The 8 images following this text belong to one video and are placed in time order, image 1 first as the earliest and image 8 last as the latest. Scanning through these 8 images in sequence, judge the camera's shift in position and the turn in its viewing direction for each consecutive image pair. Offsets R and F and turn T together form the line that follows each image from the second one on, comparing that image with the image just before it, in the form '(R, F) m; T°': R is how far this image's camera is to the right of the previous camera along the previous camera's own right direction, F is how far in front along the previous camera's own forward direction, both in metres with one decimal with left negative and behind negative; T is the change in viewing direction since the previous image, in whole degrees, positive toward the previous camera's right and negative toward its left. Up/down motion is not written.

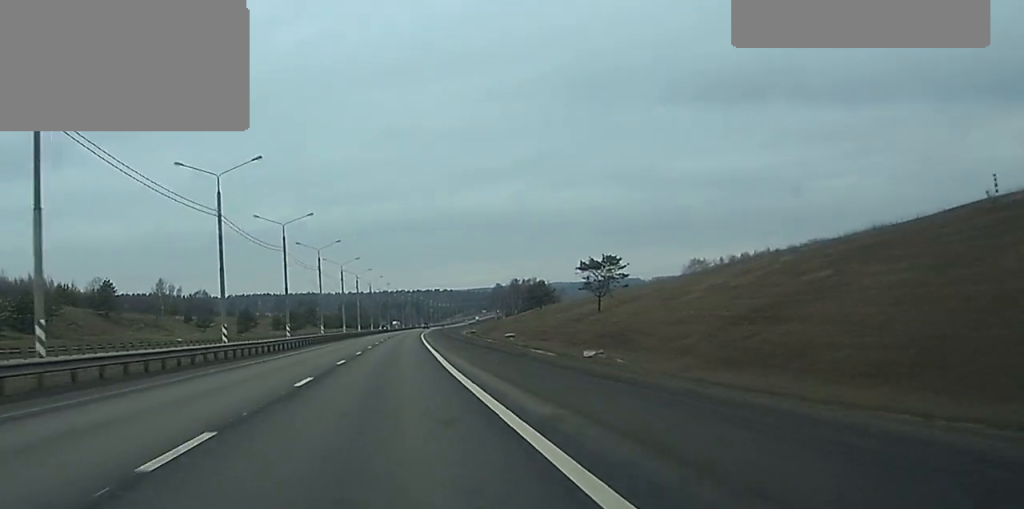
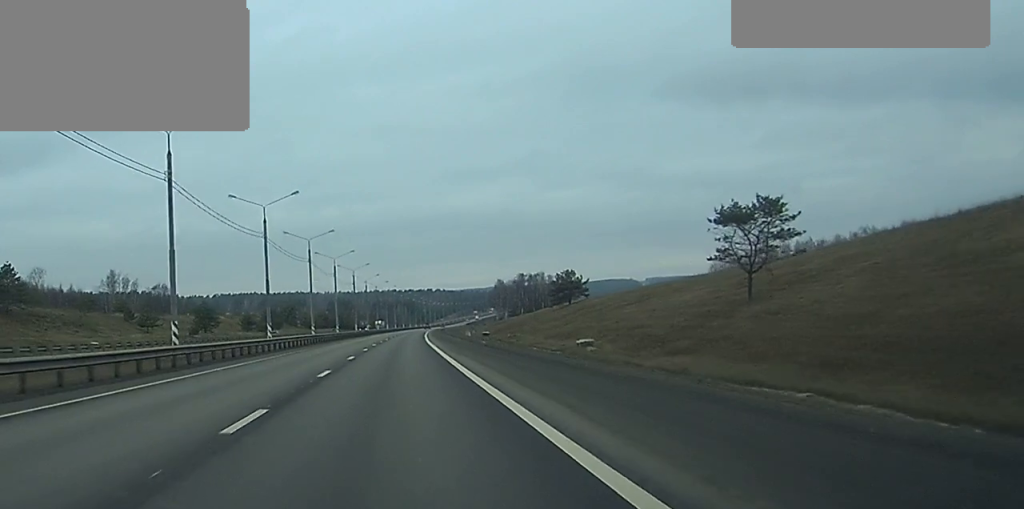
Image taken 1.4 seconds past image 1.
(+0.4, +45.1) m; +1°
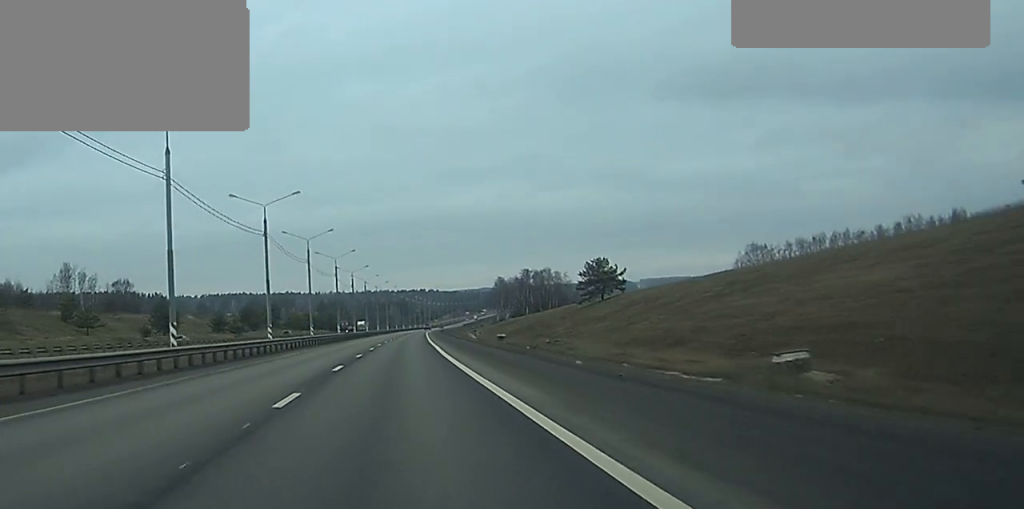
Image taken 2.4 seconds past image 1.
(+0.1, +31.8) m; +1°
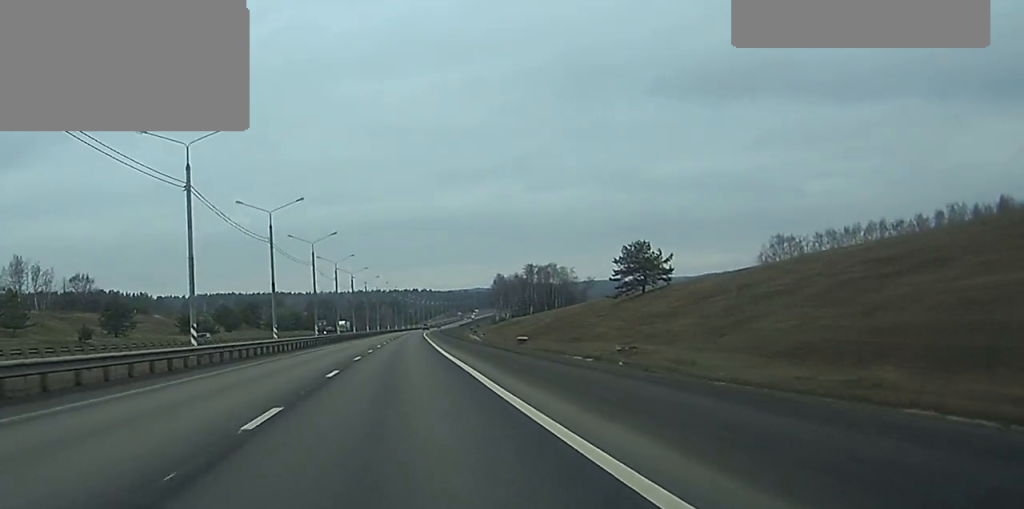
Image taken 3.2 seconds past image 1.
(+0.1, +26.0) m; 0°
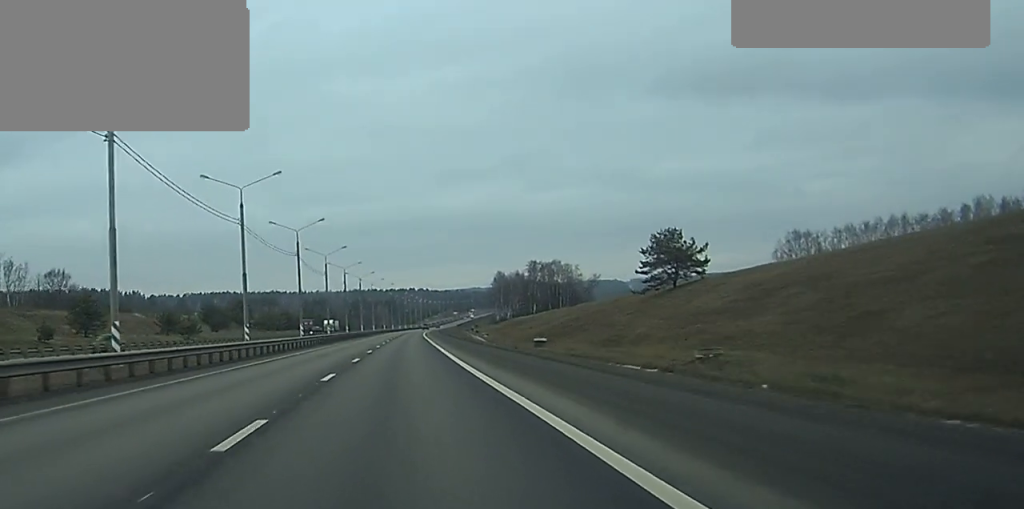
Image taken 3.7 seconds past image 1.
(0.0, +13.4) m; 0°
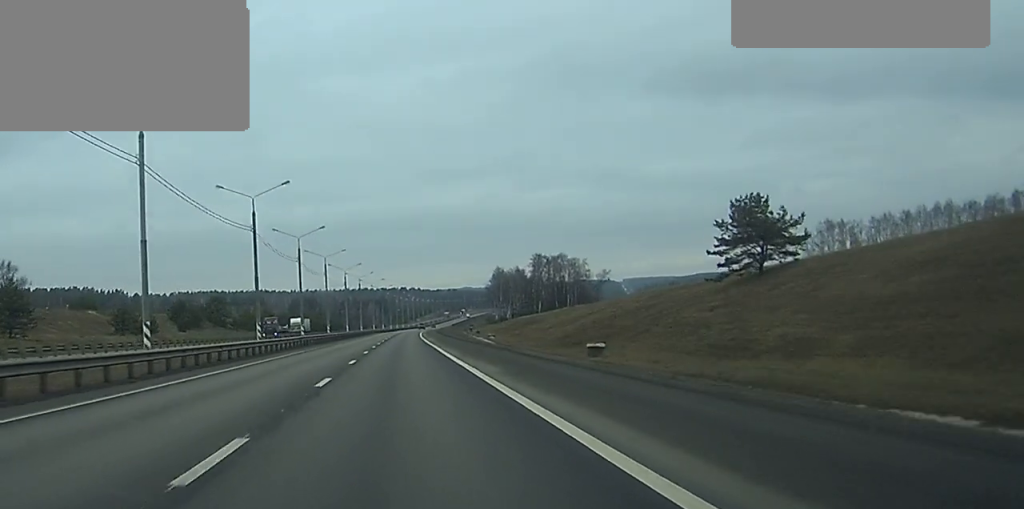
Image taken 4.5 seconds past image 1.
(0.0, +24.0) m; 0°
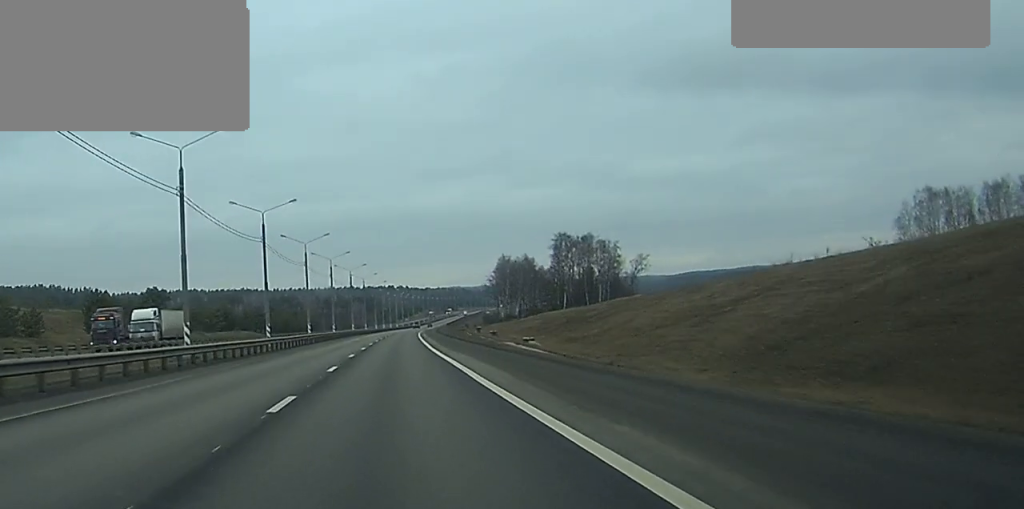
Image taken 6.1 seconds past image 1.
(+0.2, +47.3) m; +1°
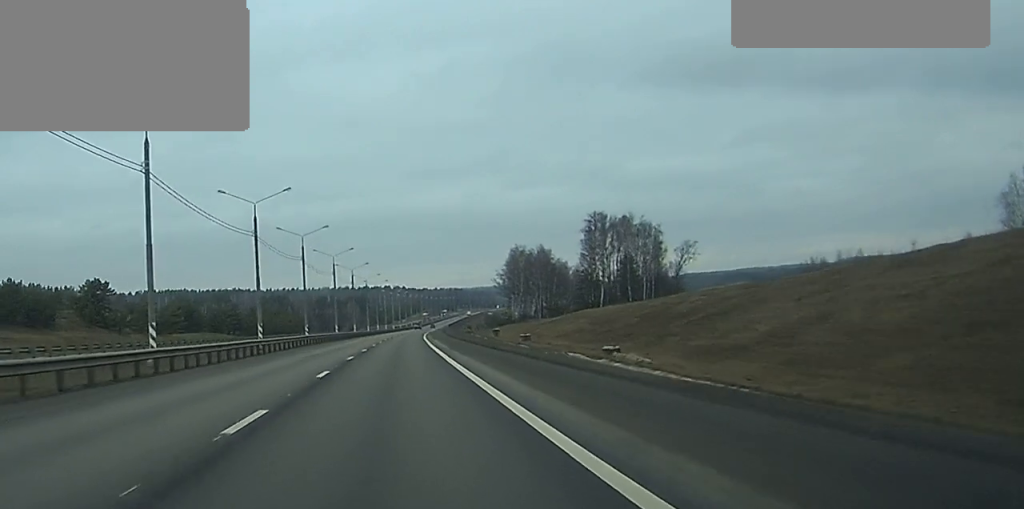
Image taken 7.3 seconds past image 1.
(+0.4, +37.7) m; +1°
